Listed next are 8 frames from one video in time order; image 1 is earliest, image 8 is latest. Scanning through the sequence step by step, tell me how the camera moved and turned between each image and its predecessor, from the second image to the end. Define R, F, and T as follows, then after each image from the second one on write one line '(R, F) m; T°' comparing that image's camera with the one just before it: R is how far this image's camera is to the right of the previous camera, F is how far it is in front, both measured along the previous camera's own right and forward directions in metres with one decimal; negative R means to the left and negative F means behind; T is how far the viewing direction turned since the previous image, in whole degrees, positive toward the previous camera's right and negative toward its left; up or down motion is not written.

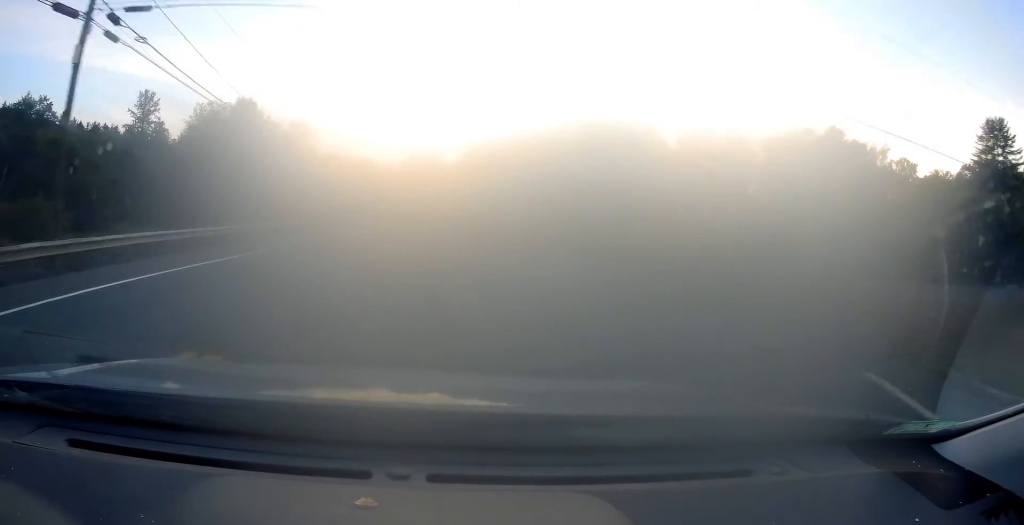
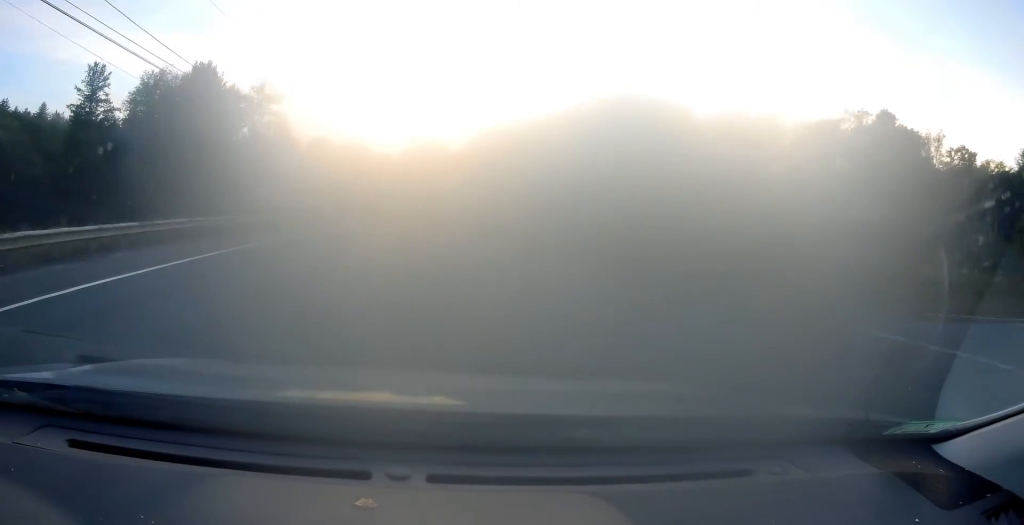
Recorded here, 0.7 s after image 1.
(+0.4, +18.3) m; +1°
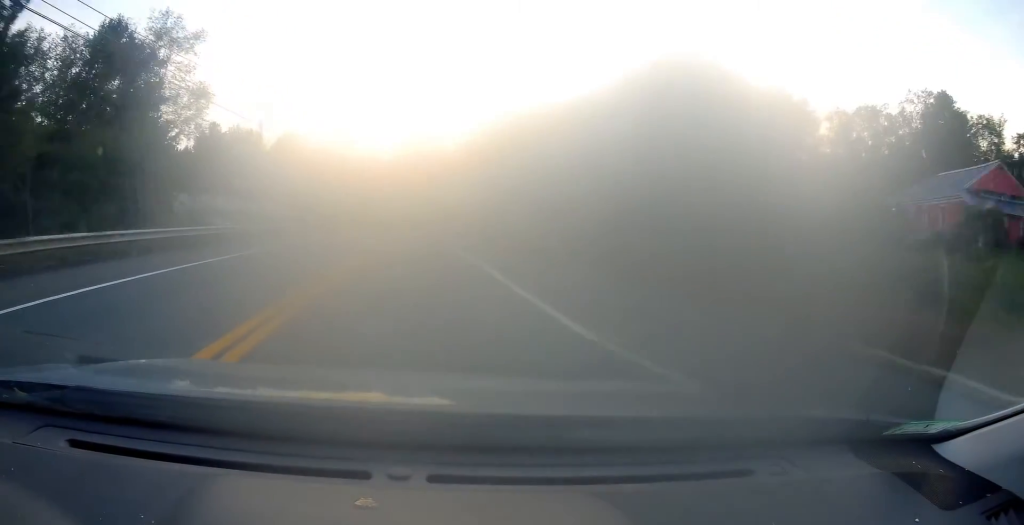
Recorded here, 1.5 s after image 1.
(+0.3, +21.8) m; +1°
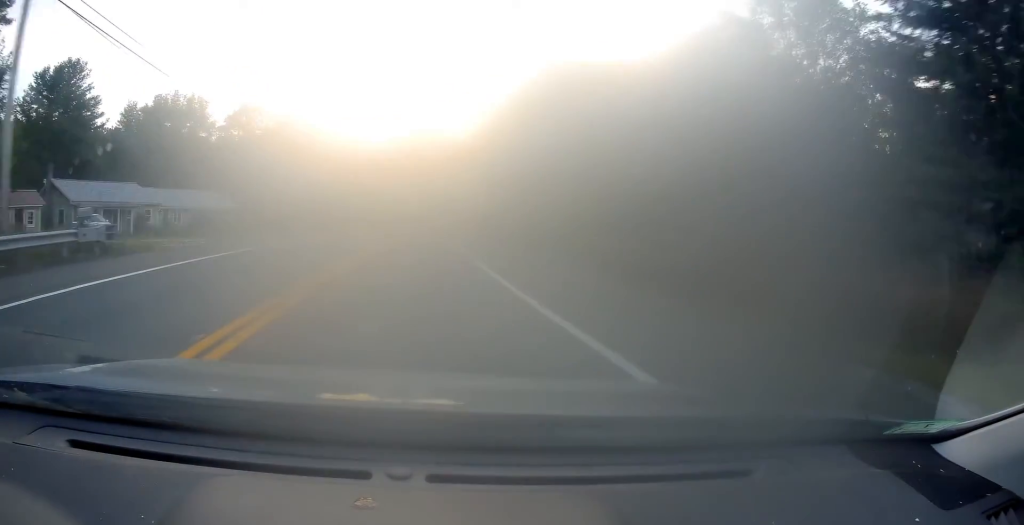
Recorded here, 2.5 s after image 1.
(-0.2, +24.3) m; +1°
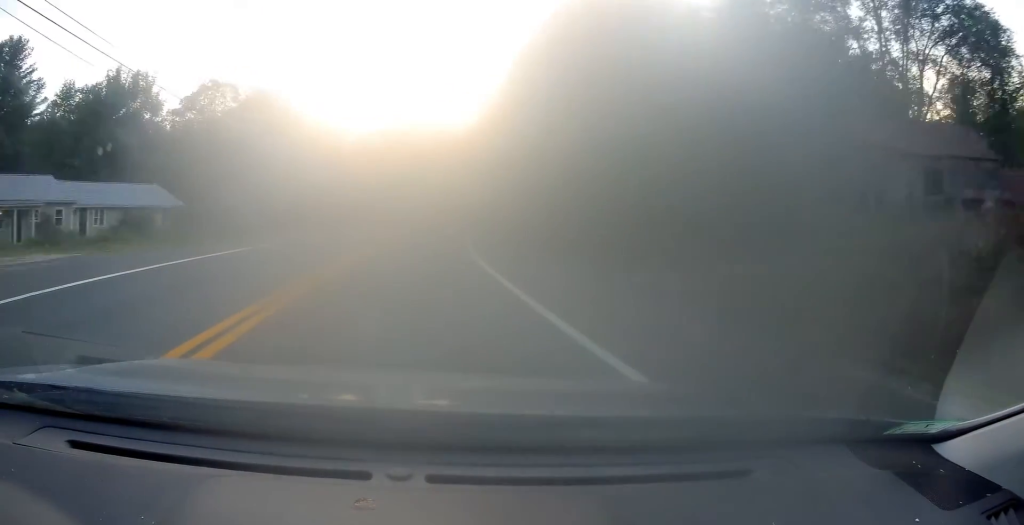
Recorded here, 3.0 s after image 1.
(+0.2, +13.8) m; +1°
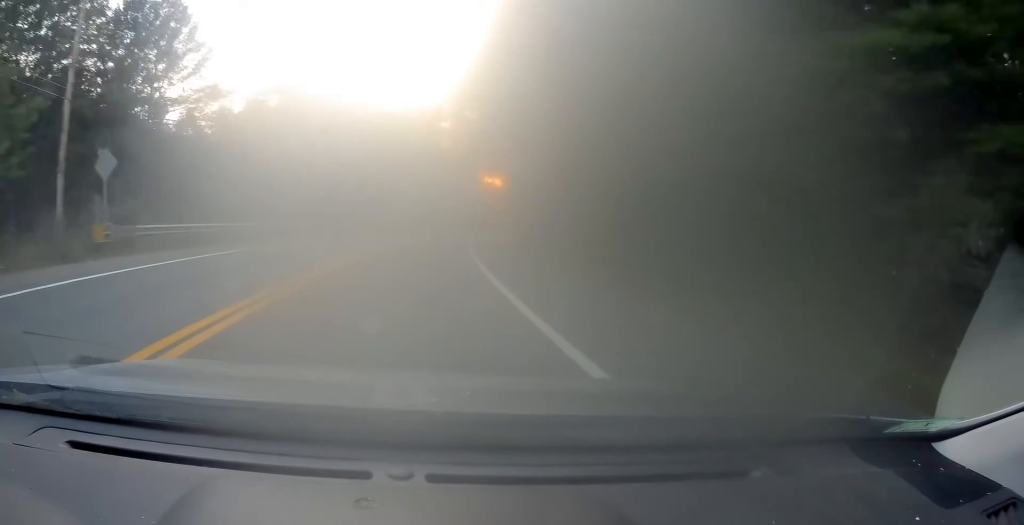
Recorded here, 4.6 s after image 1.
(+1.8, +40.2) m; +5°
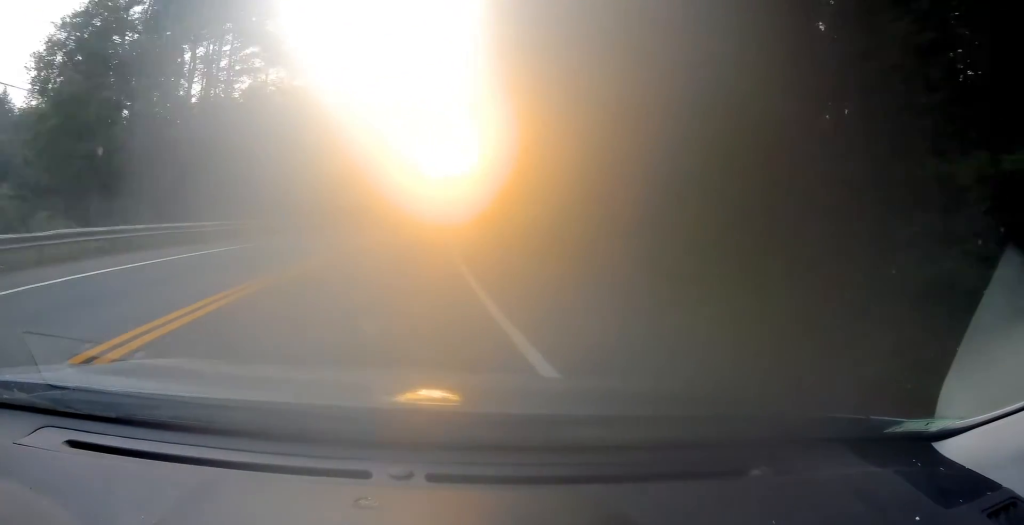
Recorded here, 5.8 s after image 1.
(+0.9, +31.2) m; +3°
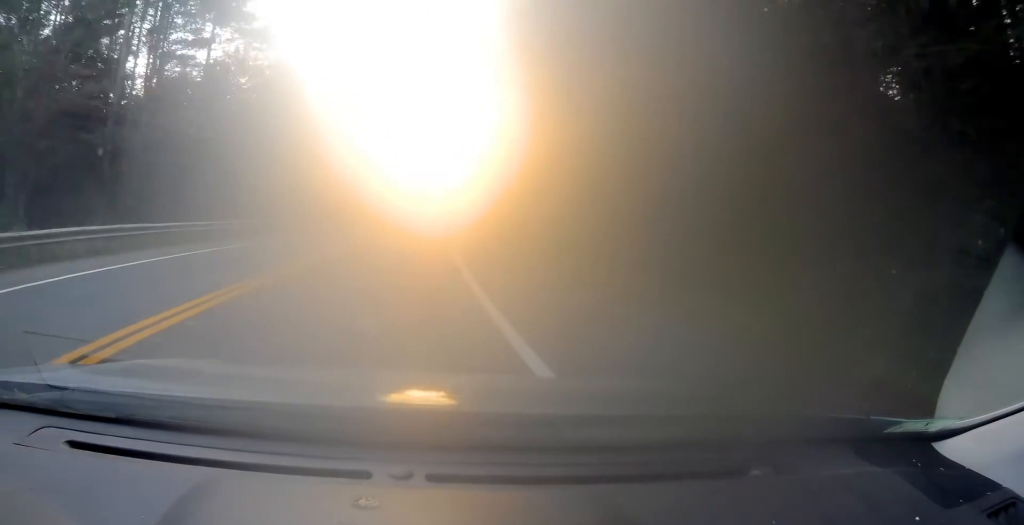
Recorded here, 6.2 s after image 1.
(-0.3, +11.3) m; +1°
